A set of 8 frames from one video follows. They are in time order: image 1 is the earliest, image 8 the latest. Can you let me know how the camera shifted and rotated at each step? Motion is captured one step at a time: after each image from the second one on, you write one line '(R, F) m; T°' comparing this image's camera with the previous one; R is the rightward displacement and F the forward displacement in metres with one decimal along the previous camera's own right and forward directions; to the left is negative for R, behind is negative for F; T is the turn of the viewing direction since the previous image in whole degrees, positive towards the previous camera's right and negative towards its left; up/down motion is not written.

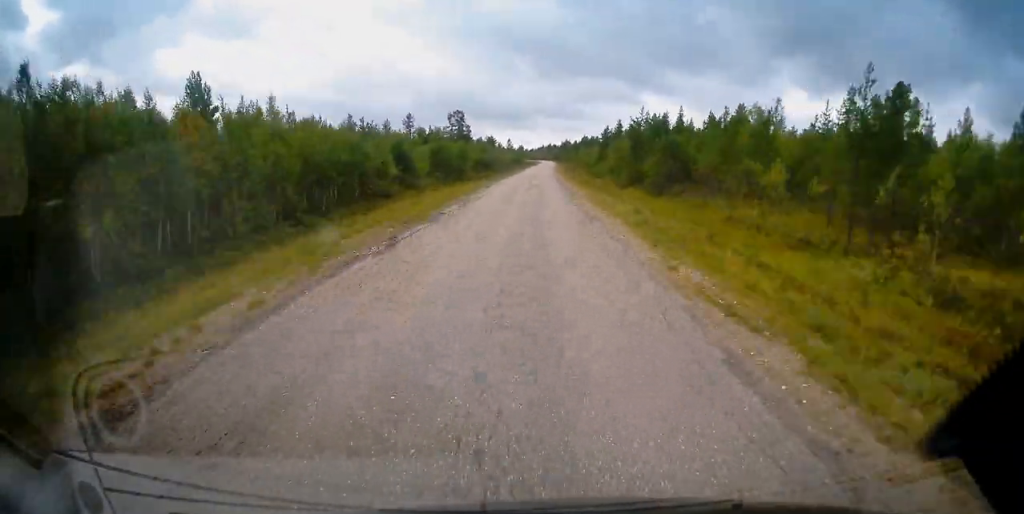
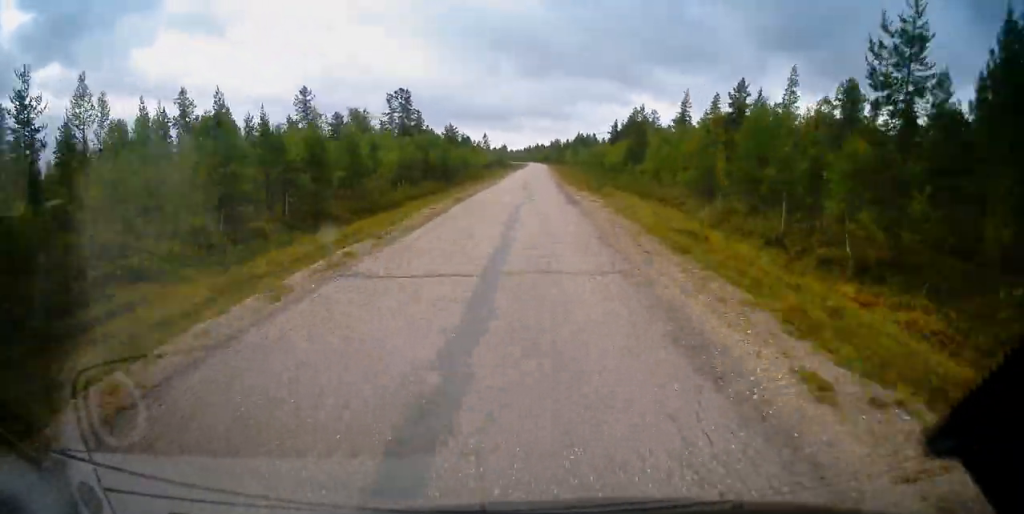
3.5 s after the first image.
(+0.6, +53.8) m; +1°
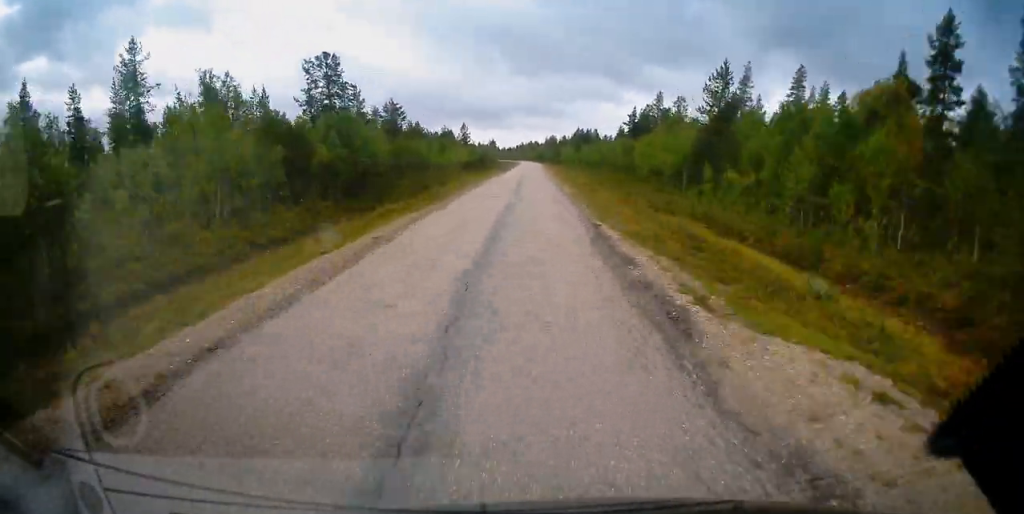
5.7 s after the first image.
(+0.2, +35.1) m; 0°
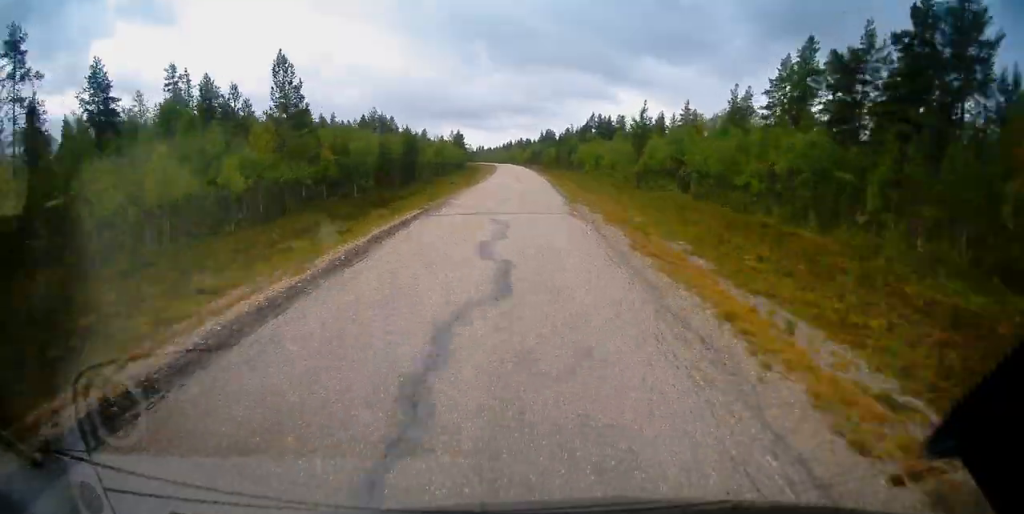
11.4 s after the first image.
(+0.5, +88.7) m; 0°
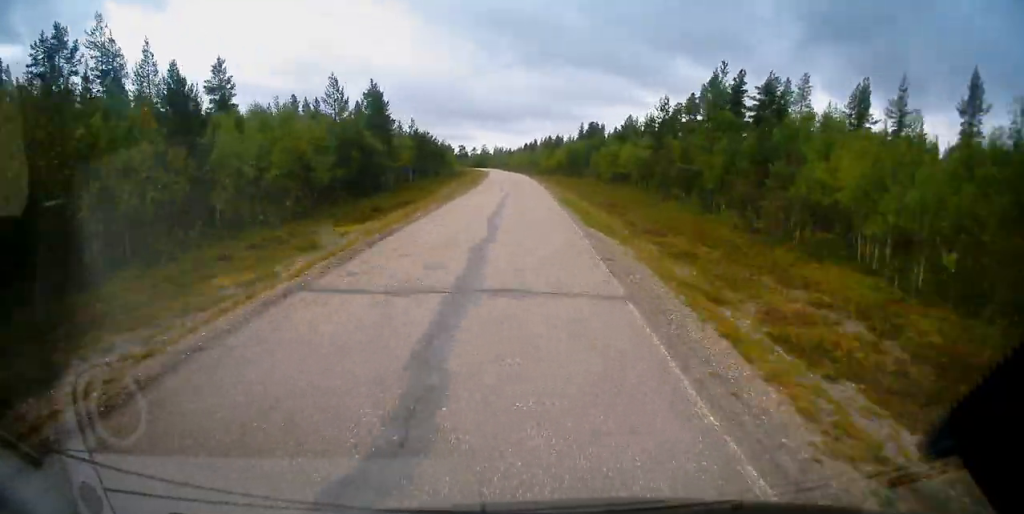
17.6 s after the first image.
(-1.2, +96.1) m; -3°
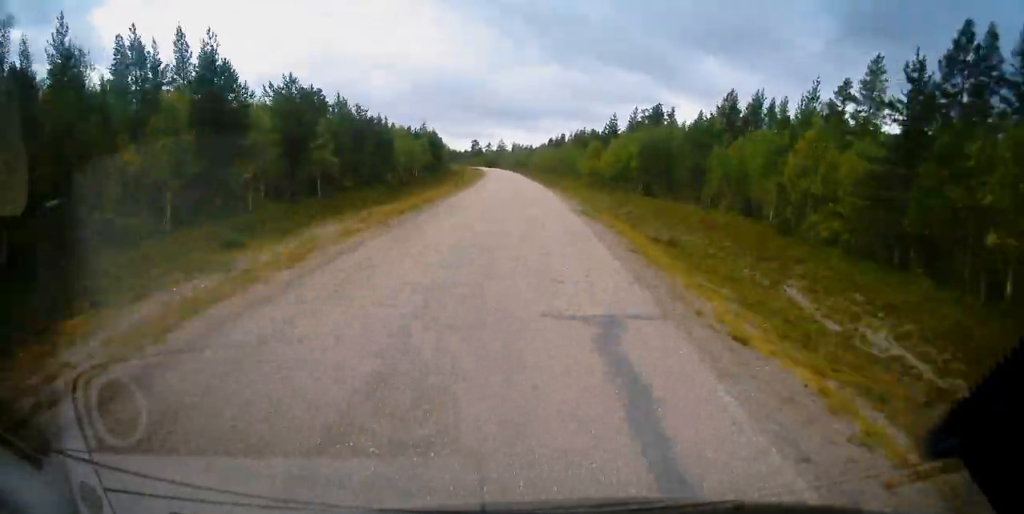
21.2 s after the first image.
(-1.2, +56.3) m; -2°
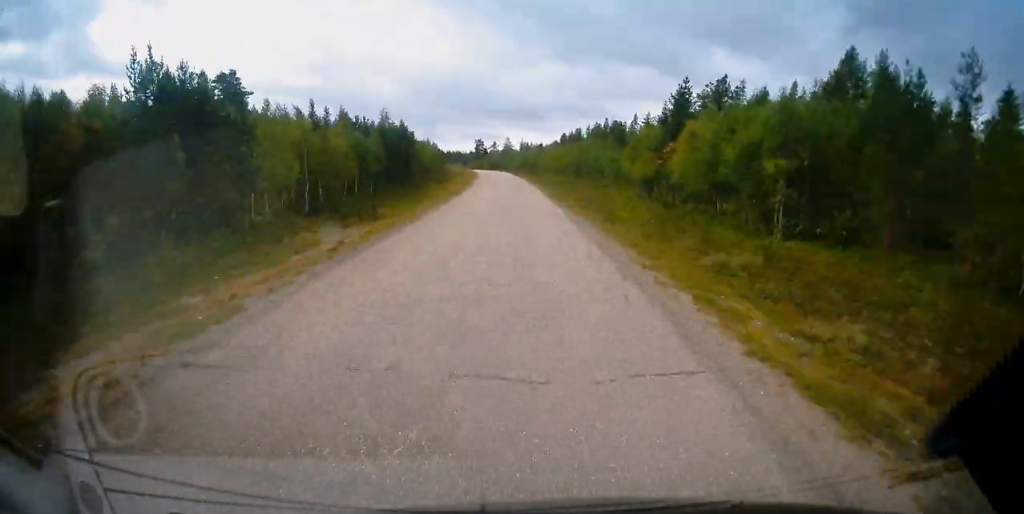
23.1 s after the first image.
(-0.5, +30.7) m; -1°
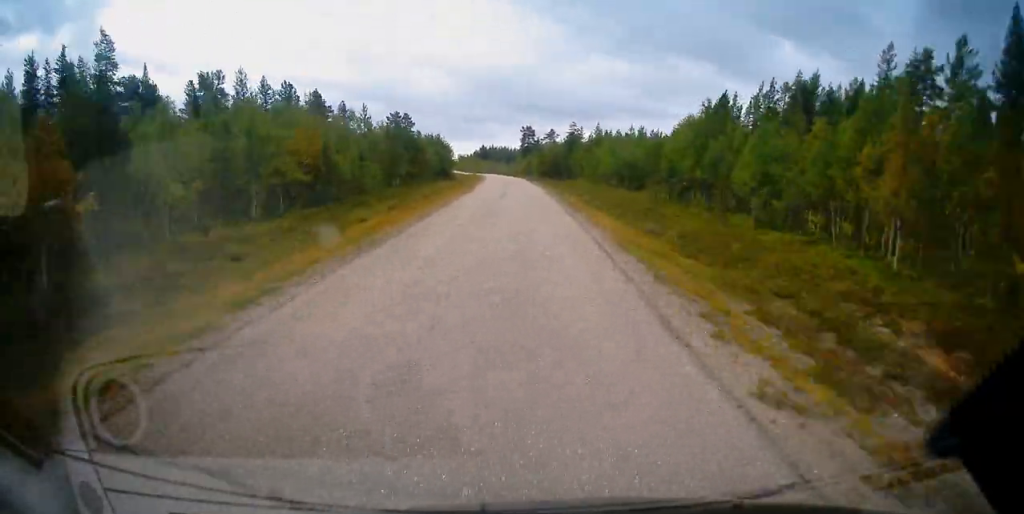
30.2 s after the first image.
(-4.5, +111.0) m; -5°
